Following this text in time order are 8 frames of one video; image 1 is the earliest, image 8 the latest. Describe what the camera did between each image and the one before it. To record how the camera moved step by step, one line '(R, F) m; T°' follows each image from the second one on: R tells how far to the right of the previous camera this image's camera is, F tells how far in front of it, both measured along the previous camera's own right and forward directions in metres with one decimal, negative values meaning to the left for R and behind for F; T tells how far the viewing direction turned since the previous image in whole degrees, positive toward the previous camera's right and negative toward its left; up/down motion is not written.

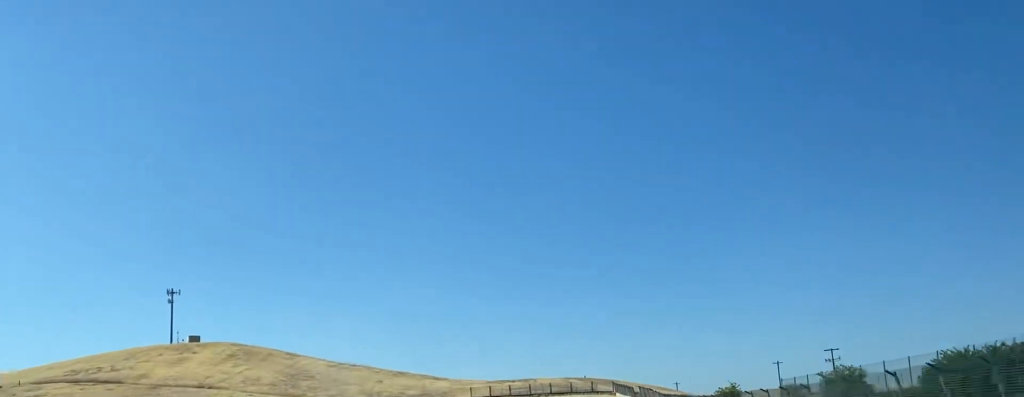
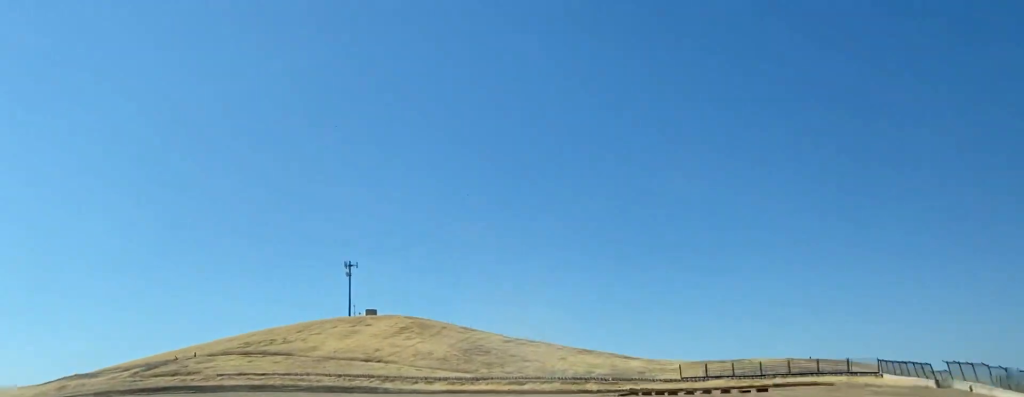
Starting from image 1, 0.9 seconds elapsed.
(-6.6, +31.1) m; -18°
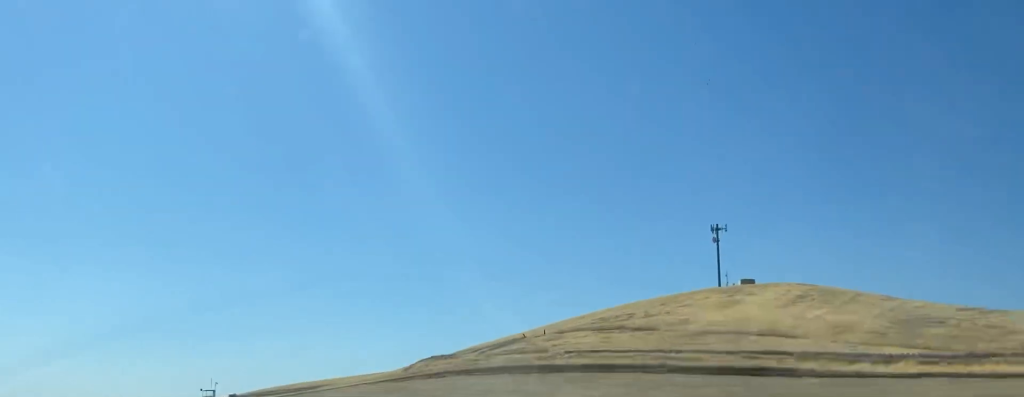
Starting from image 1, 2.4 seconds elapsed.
(-10.2, +50.5) m; -23°
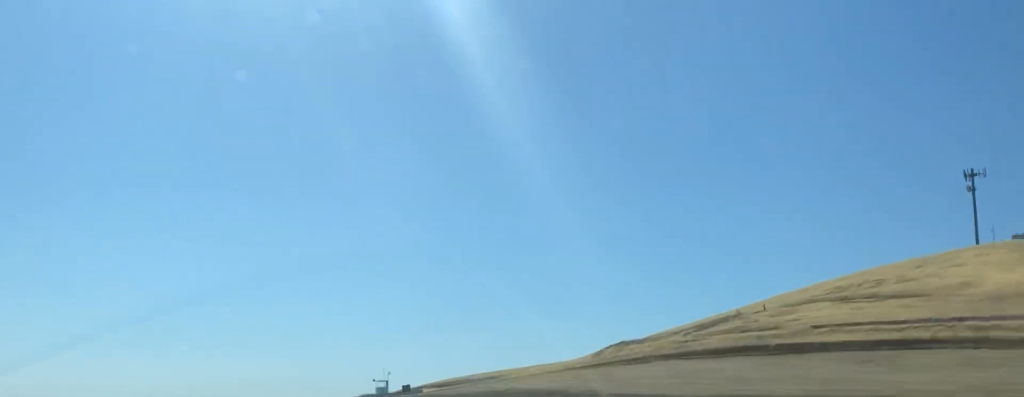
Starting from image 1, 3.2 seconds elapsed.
(-3.6, +30.7) m; -9°
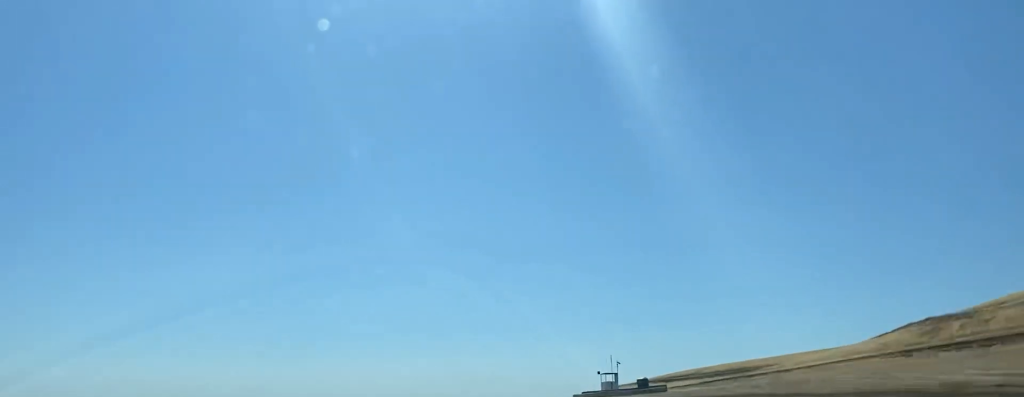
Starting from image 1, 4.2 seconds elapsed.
(-2.6, +43.0) m; 0°
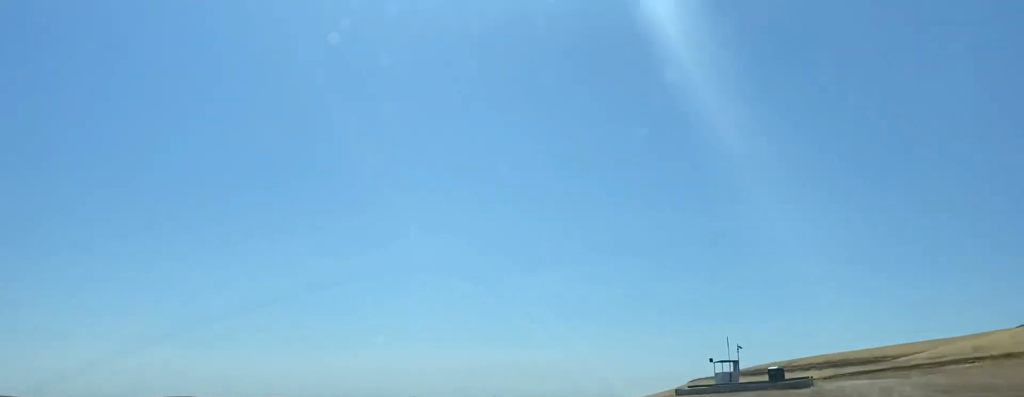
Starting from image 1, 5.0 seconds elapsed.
(+1.0, +30.9) m; +5°
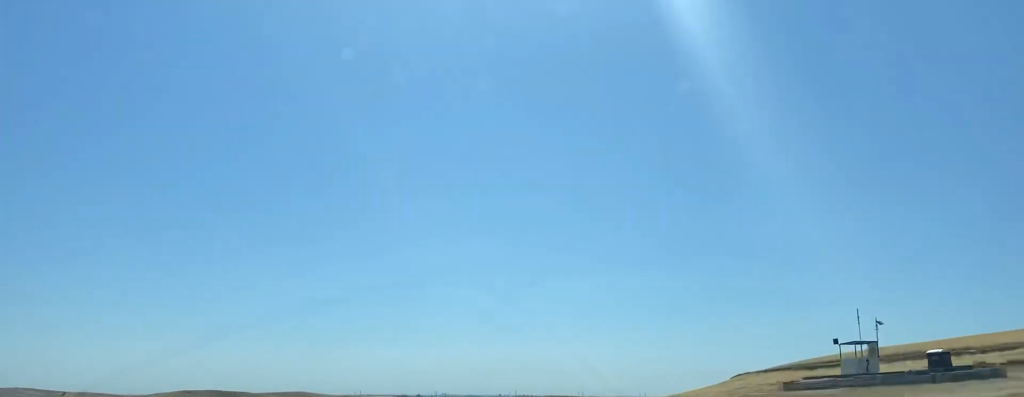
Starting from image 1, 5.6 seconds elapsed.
(+1.2, +24.8) m; +3°
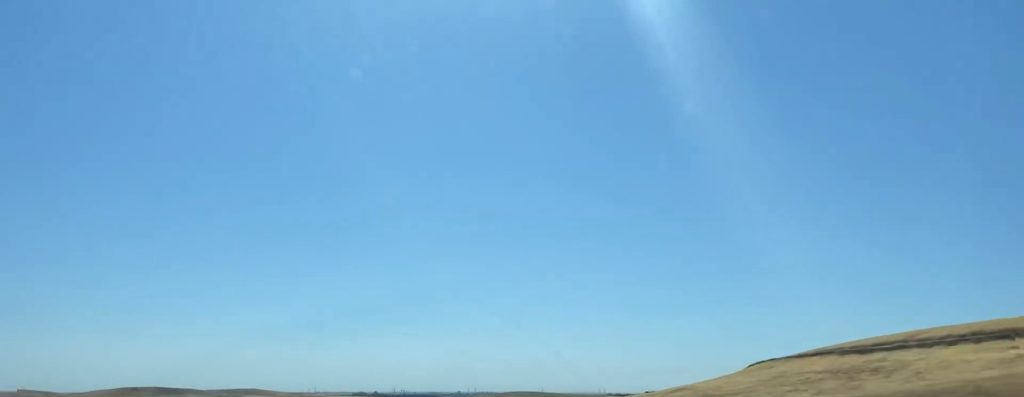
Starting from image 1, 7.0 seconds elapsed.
(+1.5, +51.0) m; 0°
